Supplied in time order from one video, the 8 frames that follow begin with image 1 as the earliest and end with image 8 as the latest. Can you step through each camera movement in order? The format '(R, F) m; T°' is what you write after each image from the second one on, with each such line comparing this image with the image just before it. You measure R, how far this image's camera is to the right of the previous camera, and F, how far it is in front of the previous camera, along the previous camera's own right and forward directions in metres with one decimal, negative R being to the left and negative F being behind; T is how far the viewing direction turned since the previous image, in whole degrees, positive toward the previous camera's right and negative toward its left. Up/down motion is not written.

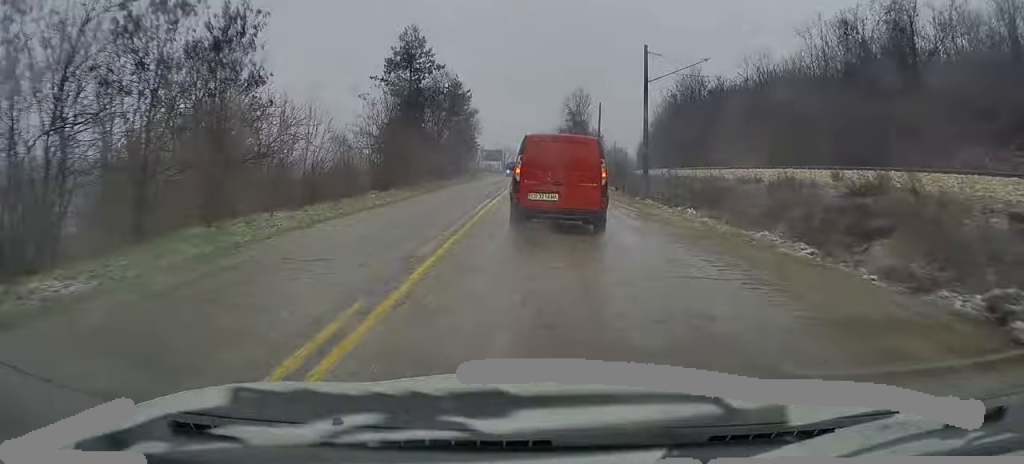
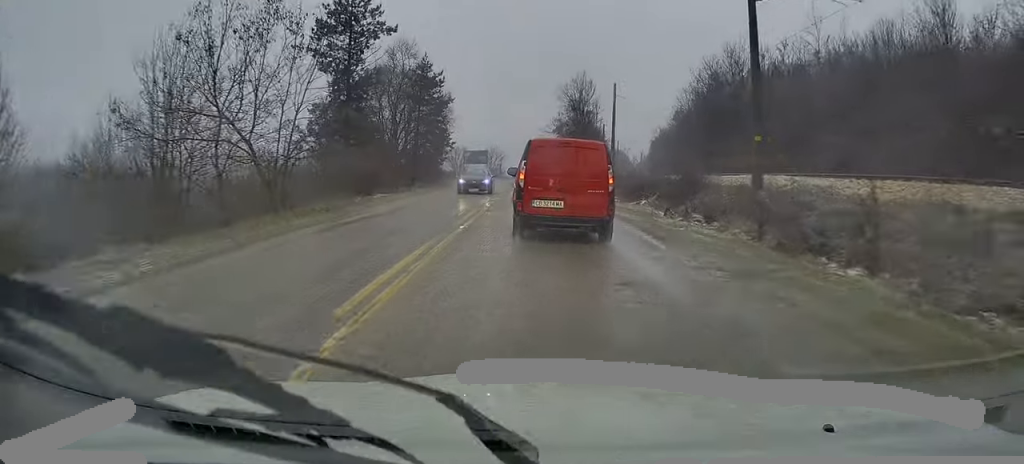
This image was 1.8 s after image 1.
(+0.5, +21.2) m; +1°
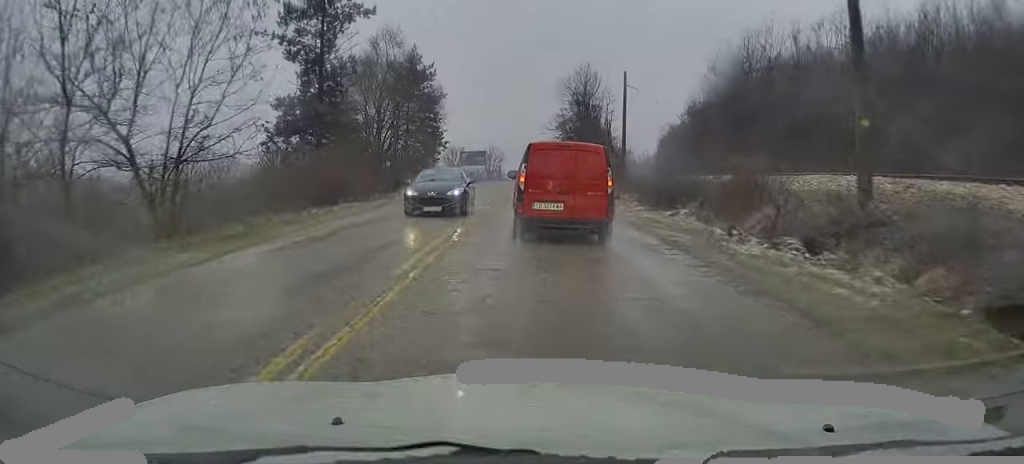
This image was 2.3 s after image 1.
(-0.1, +6.6) m; -1°
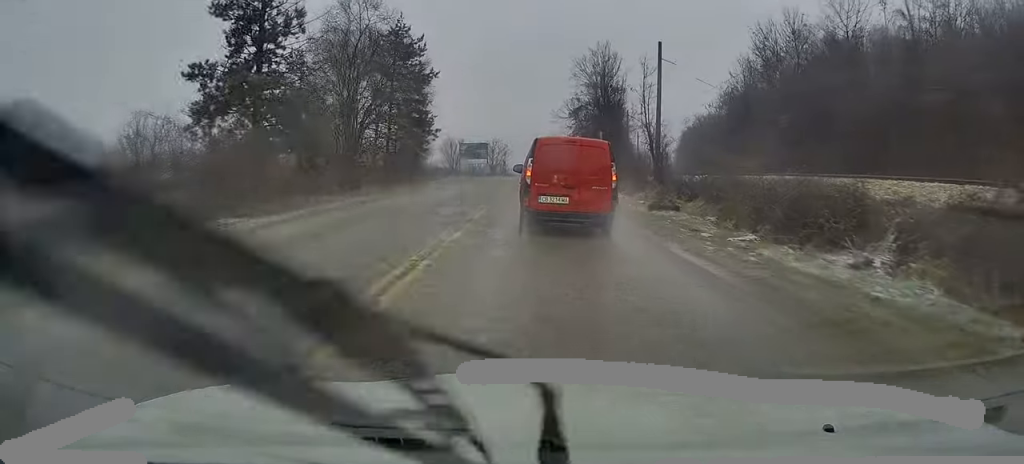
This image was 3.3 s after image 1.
(-0.2, +11.2) m; 0°
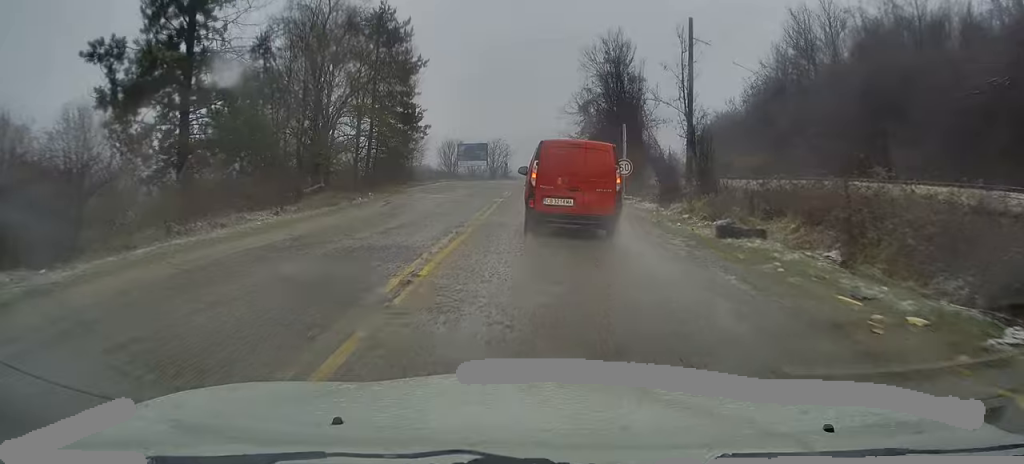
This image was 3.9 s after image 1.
(+0.1, +7.3) m; +1°
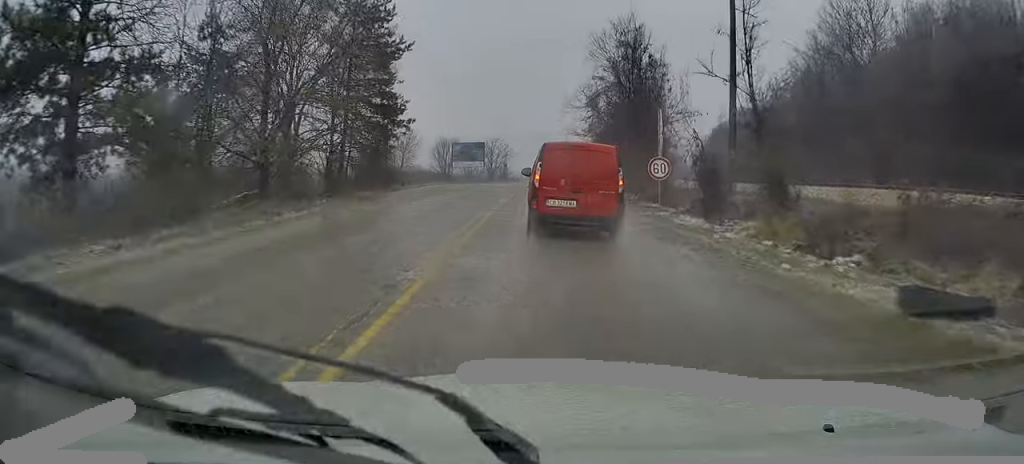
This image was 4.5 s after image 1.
(0.0, +7.1) m; 0°
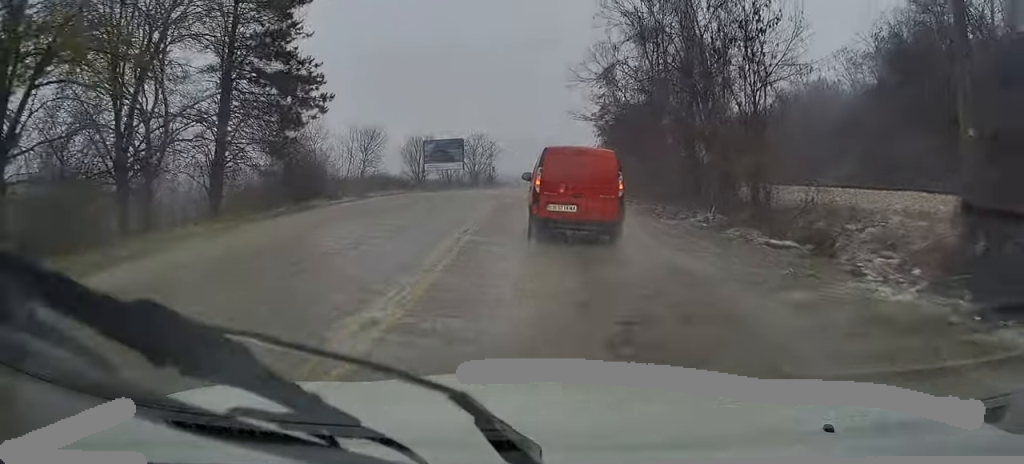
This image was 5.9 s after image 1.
(-0.2, +16.1) m; 0°
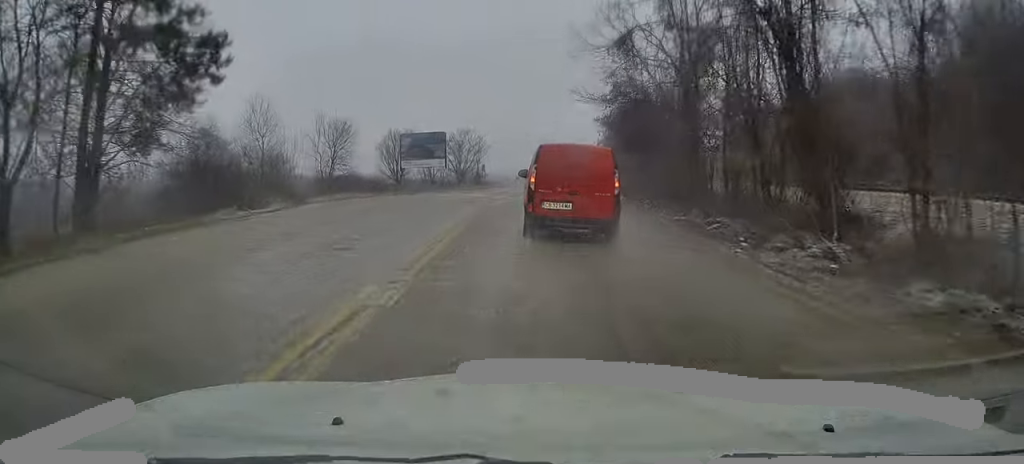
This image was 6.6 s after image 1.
(+0.2, +8.9) m; +1°
